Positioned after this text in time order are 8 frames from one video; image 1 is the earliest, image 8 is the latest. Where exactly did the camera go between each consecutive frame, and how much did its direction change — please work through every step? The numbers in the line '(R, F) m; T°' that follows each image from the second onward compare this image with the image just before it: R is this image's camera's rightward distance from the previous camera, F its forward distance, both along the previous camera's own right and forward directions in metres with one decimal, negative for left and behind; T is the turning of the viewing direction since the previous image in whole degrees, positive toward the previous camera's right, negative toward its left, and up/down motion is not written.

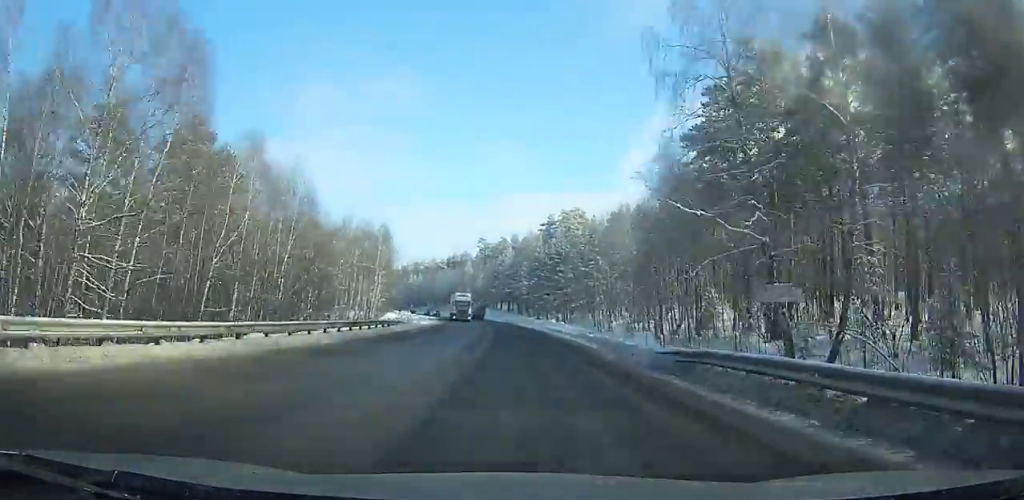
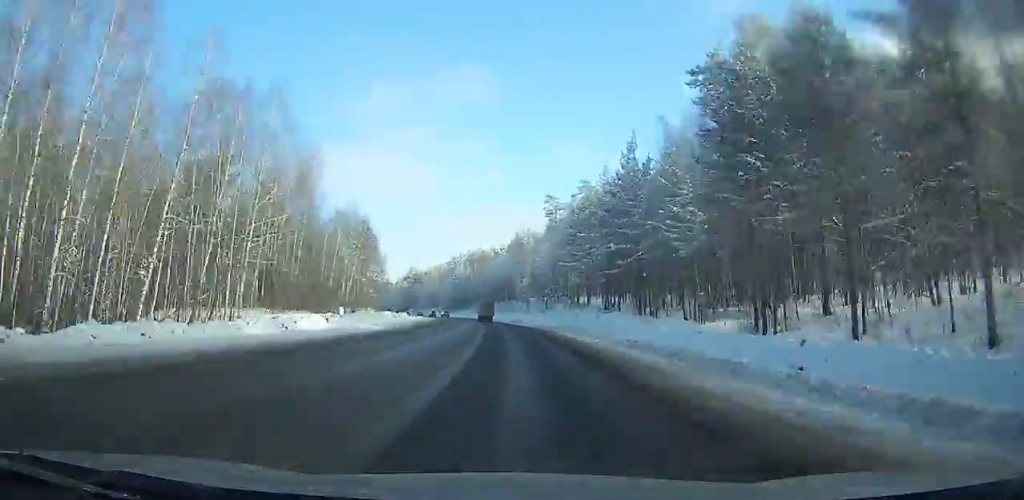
(-5.0, +77.8) m; -7°
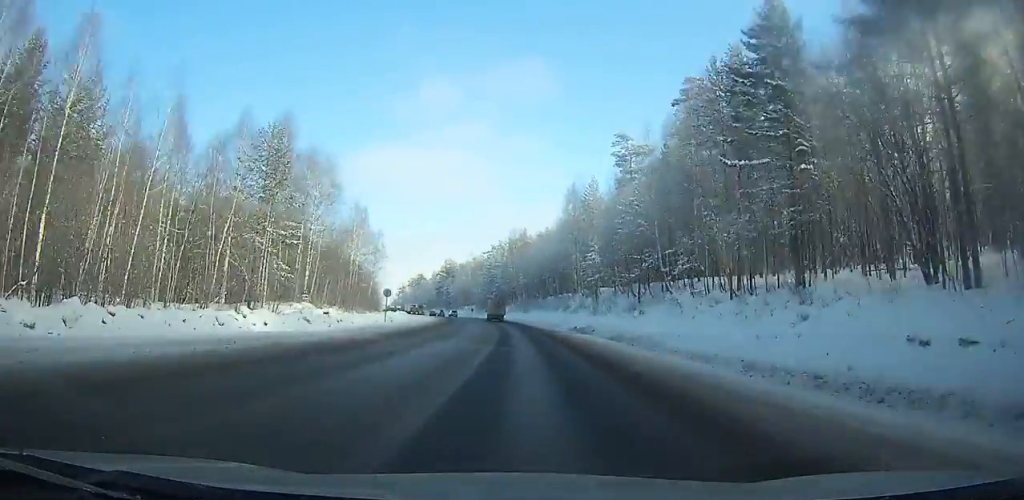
(-1.6, +45.9) m; -4°
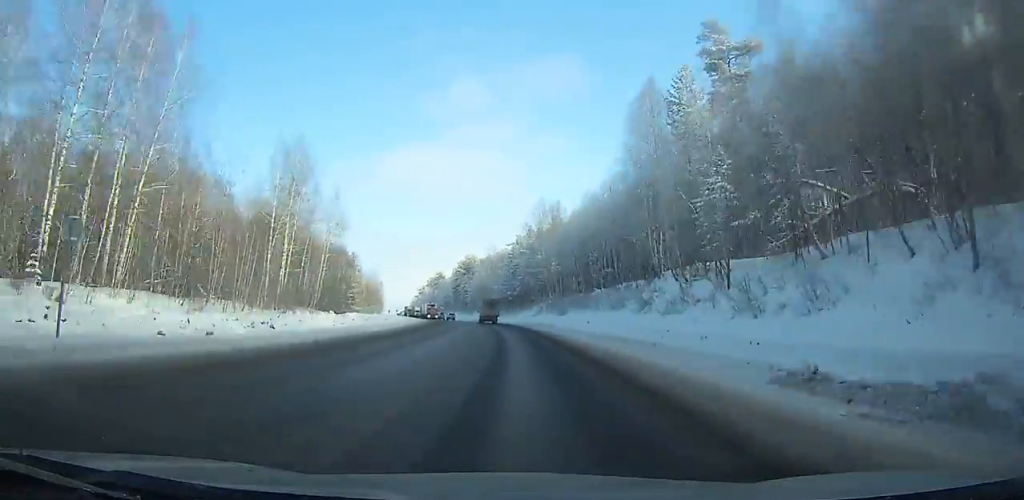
(-1.5, +35.8) m; -4°
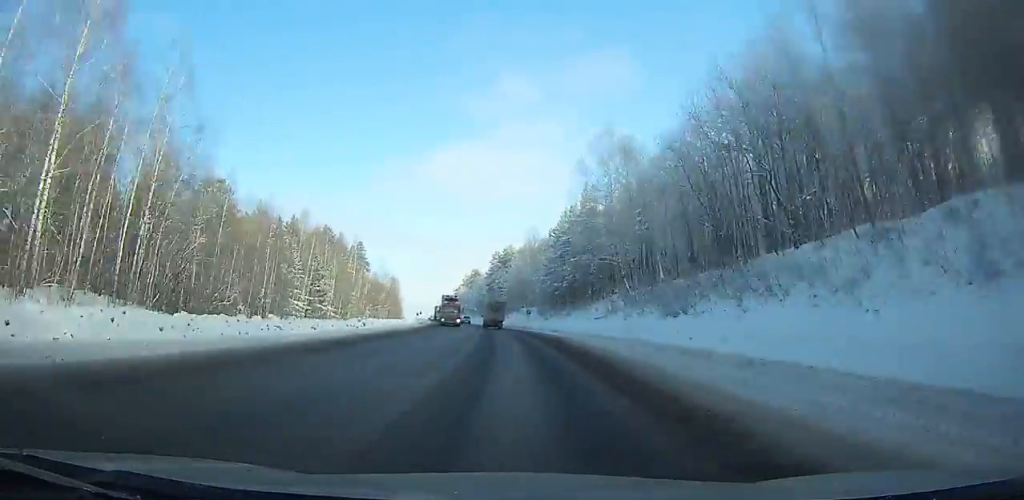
(-1.3, +39.4) m; -4°
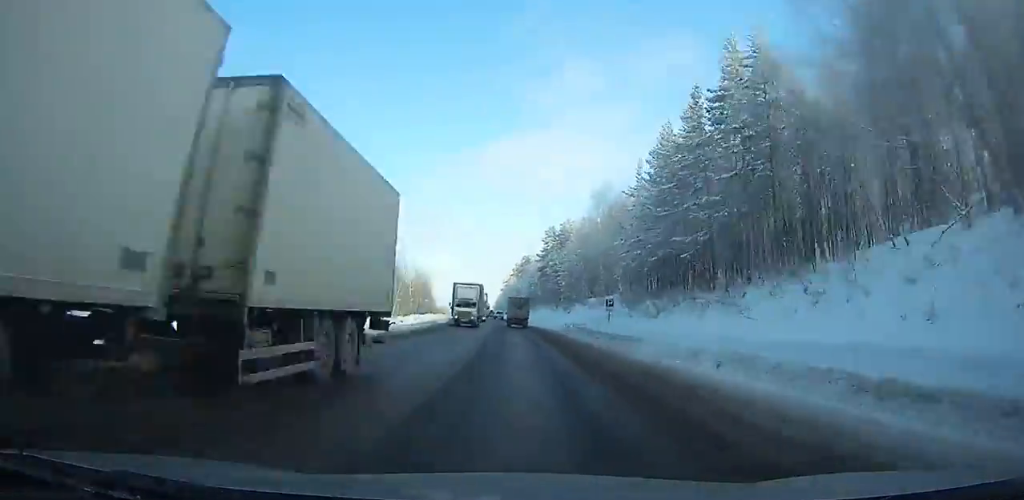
(-1.5, +43.0) m; -4°
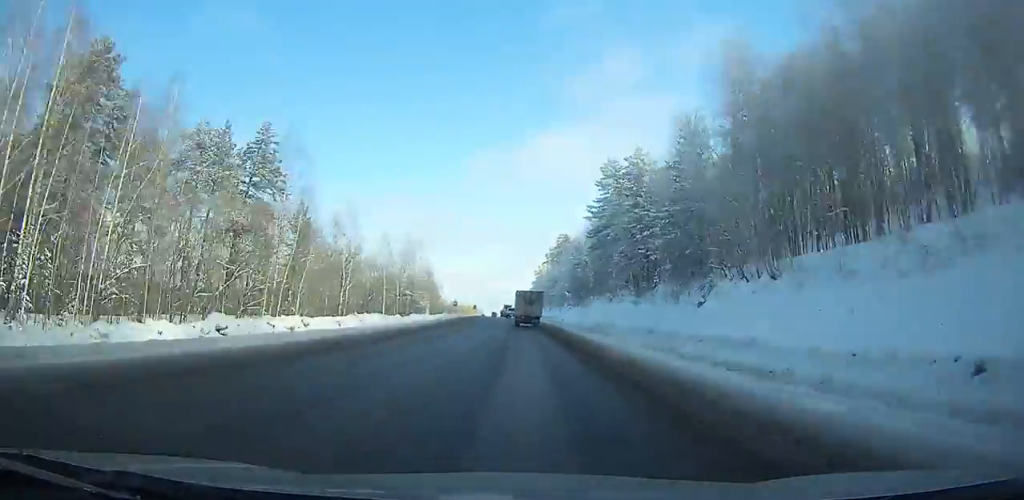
(-2.6, +57.8) m; -4°
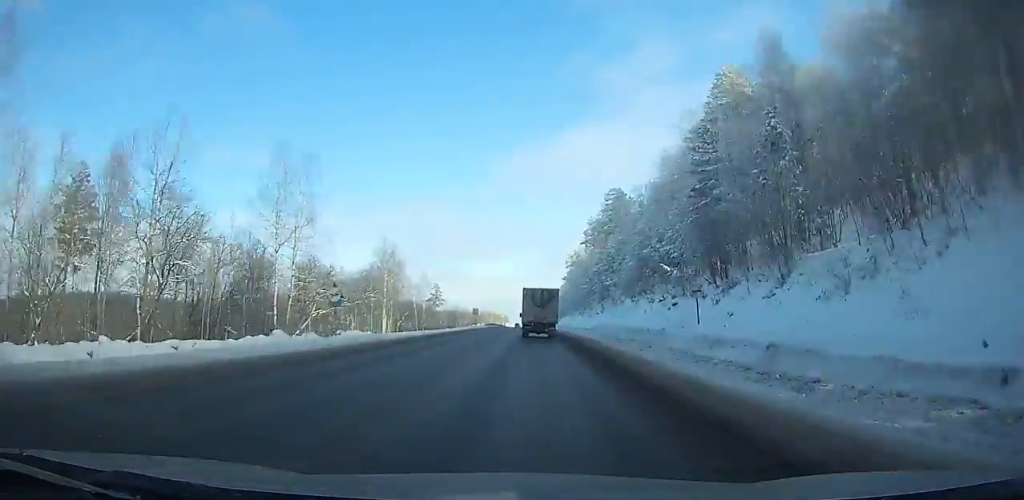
(-1.8, +68.1) m; -2°
